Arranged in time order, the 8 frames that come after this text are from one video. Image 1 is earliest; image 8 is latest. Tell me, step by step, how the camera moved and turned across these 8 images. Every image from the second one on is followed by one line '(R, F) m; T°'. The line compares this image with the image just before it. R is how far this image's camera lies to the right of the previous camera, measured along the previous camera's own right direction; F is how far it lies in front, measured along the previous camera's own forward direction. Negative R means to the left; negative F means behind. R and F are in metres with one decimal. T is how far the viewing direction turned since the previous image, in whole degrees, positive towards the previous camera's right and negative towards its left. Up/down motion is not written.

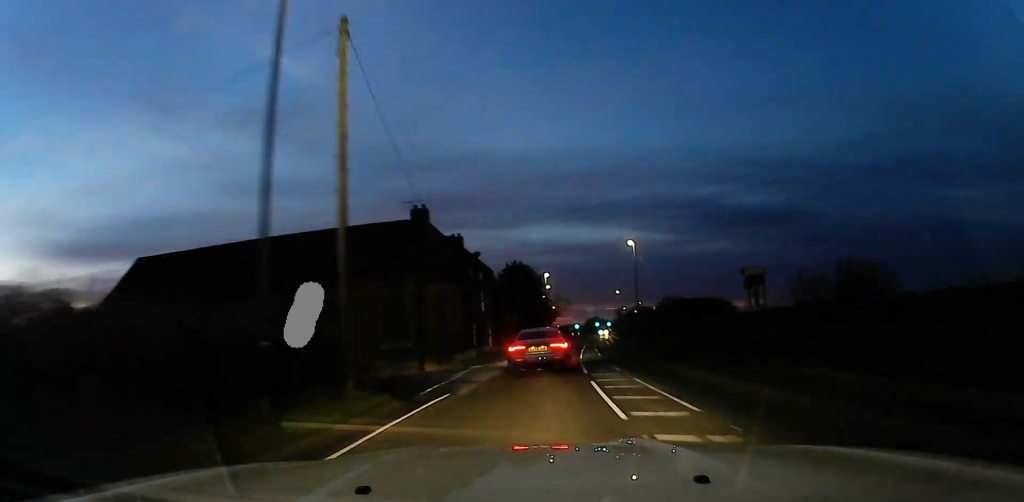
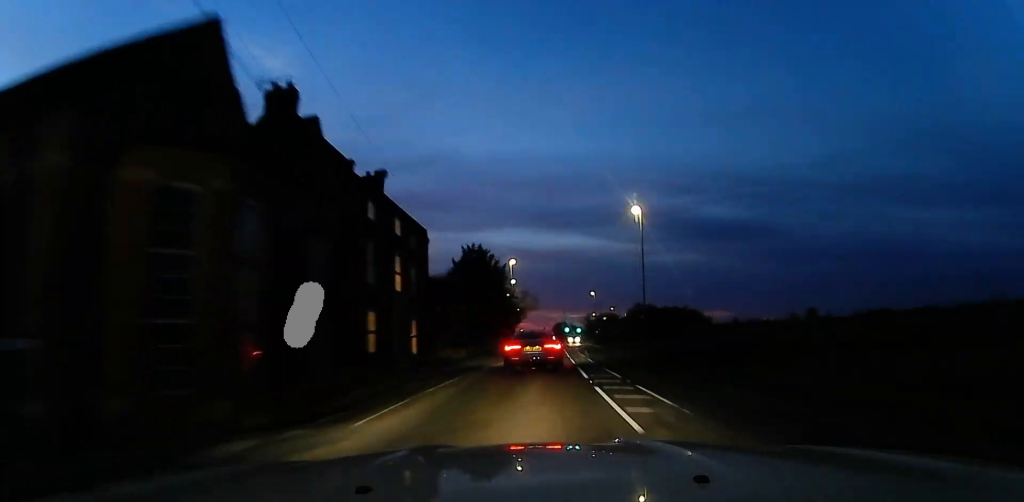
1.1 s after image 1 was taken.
(+1.3, +21.0) m; +6°
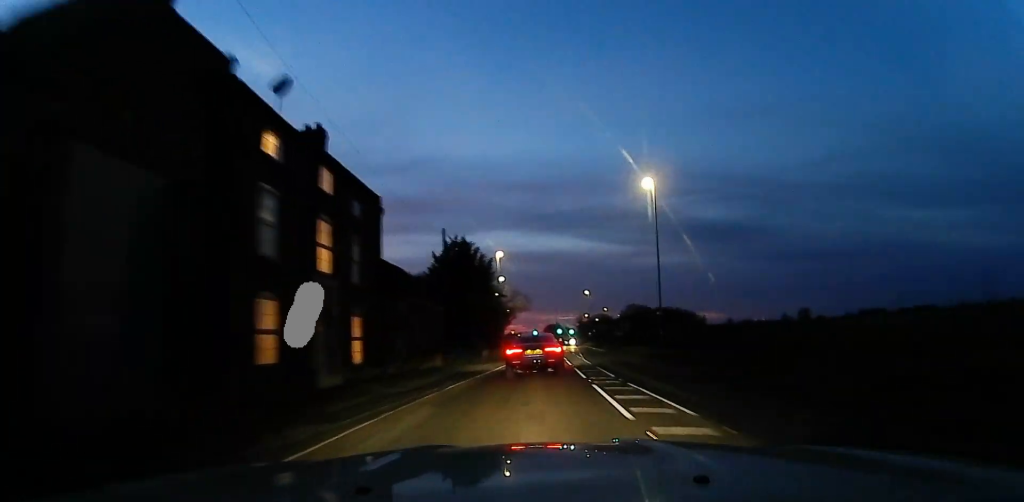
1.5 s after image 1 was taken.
(+0.3, +10.0) m; +1°
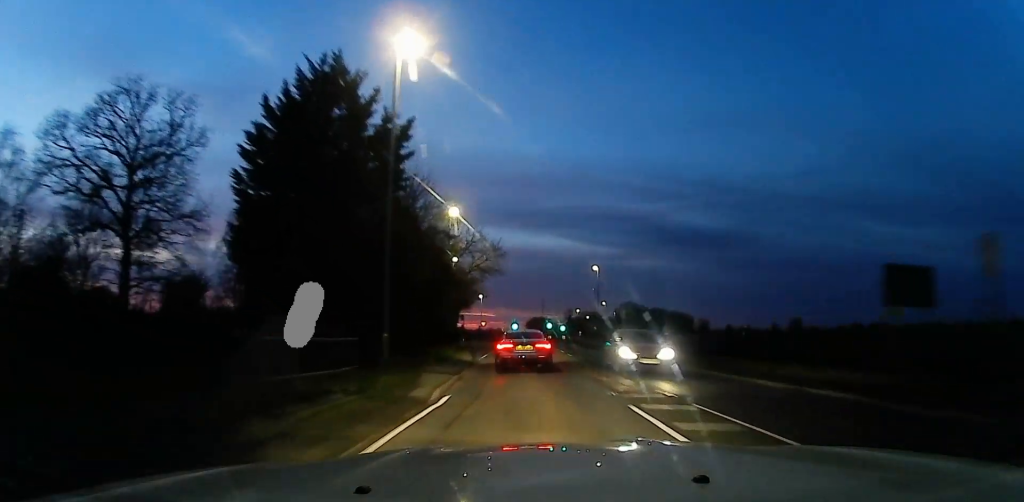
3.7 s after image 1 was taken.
(+0.1, +48.1) m; -1°
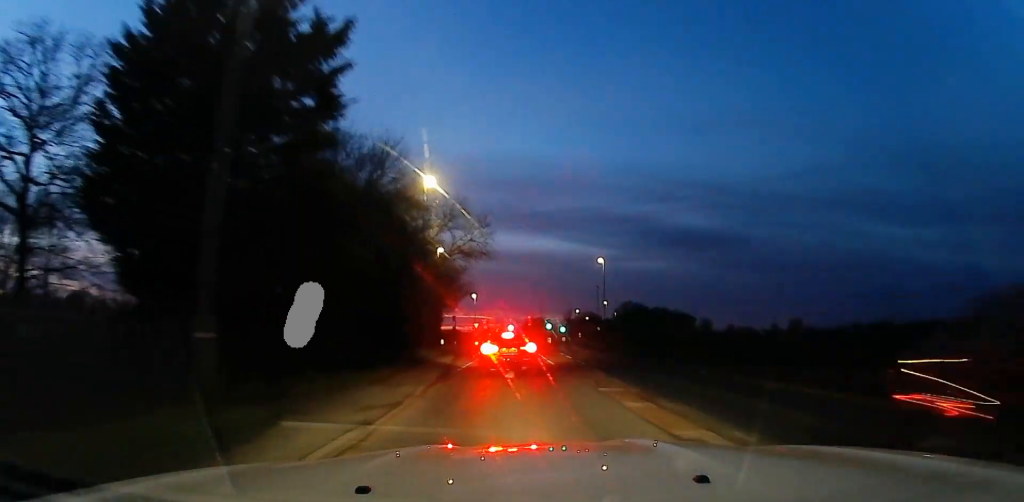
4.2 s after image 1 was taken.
(0.0, +9.3) m; 0°
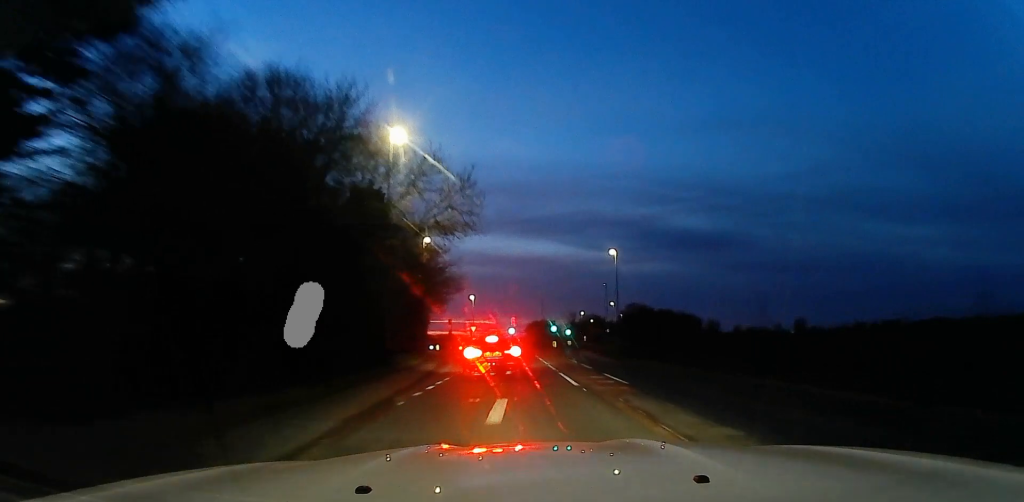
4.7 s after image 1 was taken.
(+0.2, +8.1) m; 0°
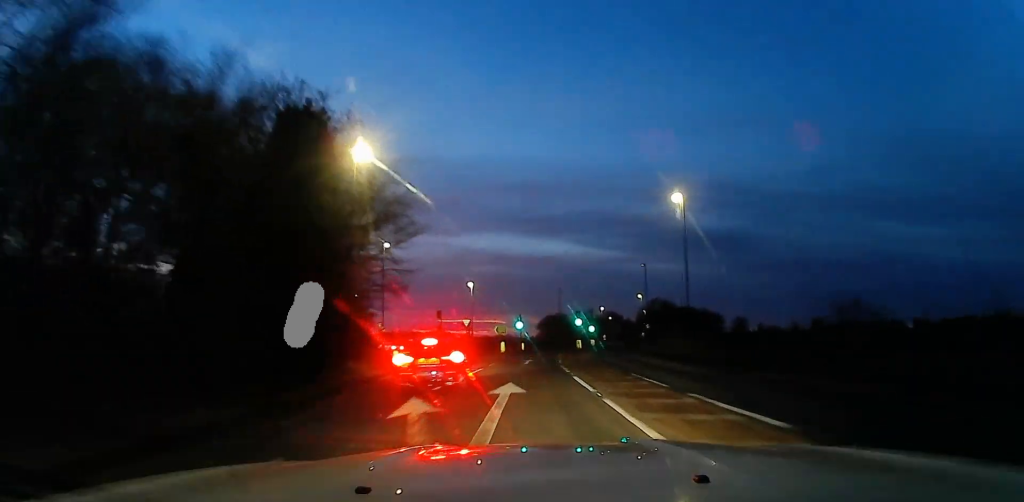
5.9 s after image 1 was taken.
(0.0, +19.5) m; 0°
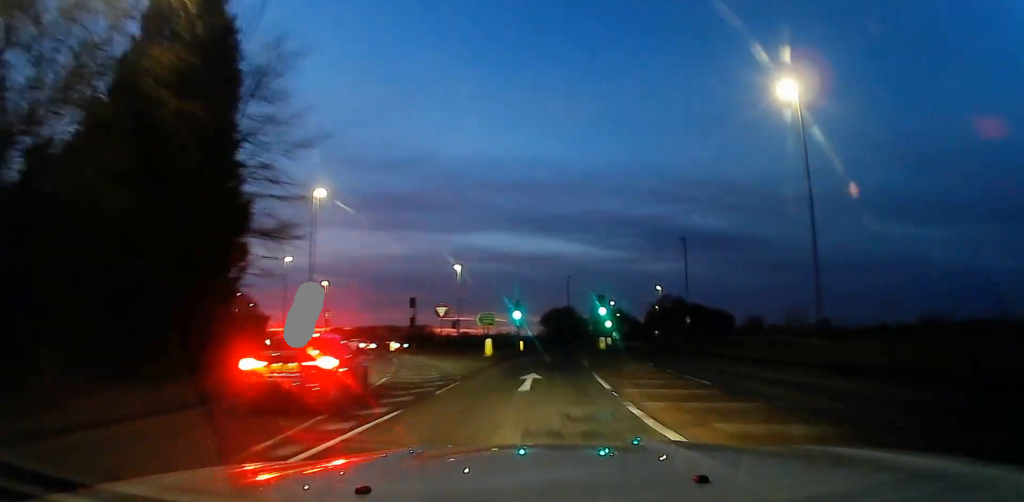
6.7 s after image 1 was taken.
(+0.2, +16.0) m; +2°
